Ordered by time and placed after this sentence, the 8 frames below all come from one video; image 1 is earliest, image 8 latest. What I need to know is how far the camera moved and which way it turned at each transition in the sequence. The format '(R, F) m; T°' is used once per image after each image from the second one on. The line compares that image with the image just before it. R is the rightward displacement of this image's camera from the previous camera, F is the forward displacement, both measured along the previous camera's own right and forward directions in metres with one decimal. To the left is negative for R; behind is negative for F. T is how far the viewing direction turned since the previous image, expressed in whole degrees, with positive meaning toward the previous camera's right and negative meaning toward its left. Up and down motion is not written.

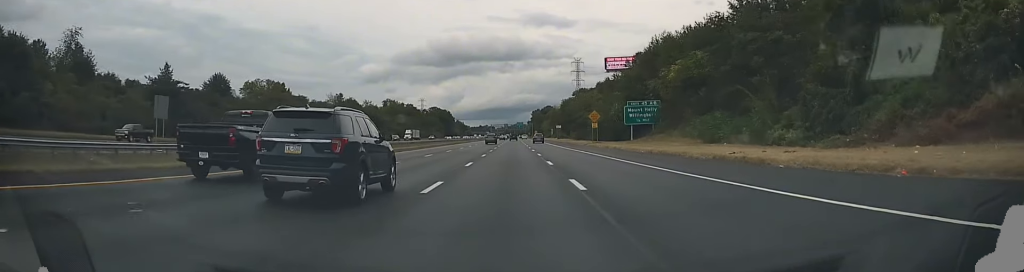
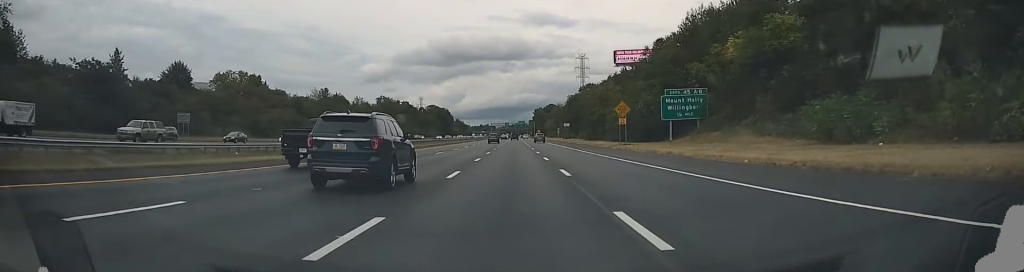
(0.0, +19.7) m; 0°
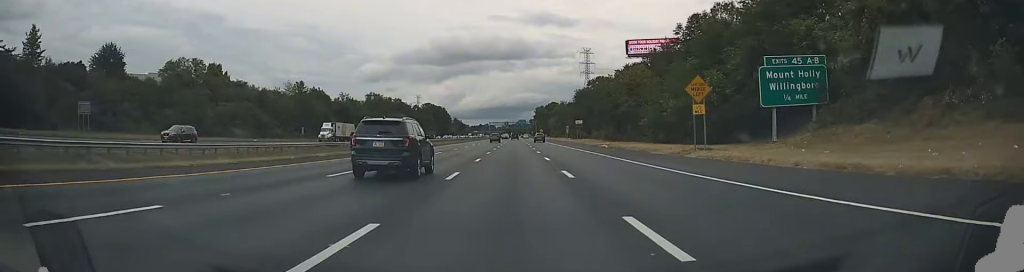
(+0.1, +25.2) m; 0°
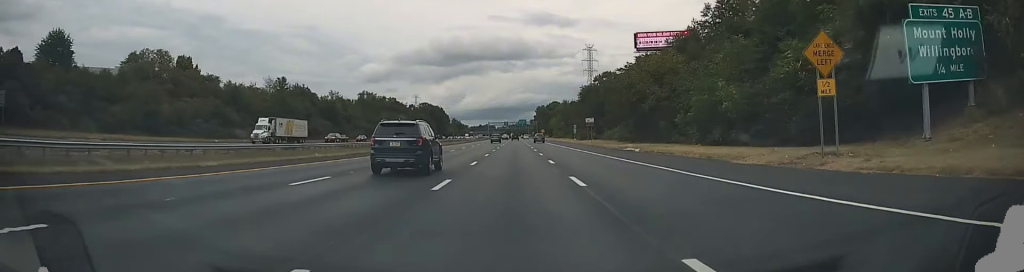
(+0.1, +14.9) m; 0°
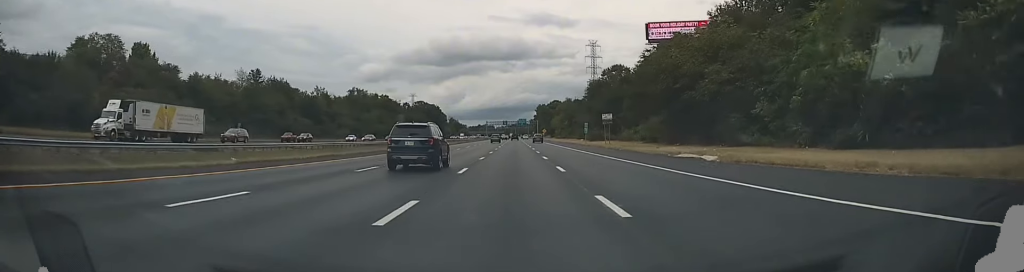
(0.0, +18.5) m; 0°
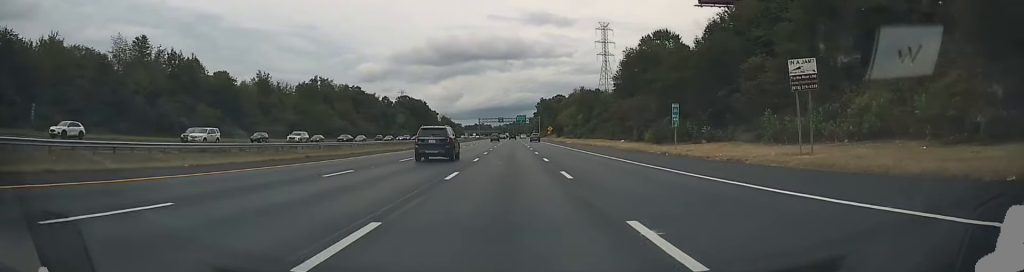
(-0.3, +51.7) m; -1°
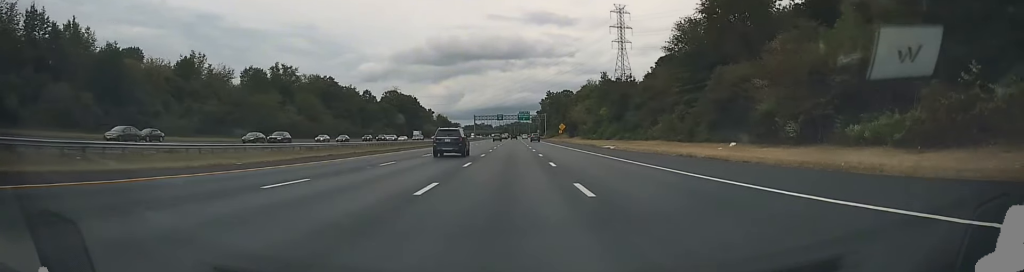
(-0.1, +41.4) m; 0°
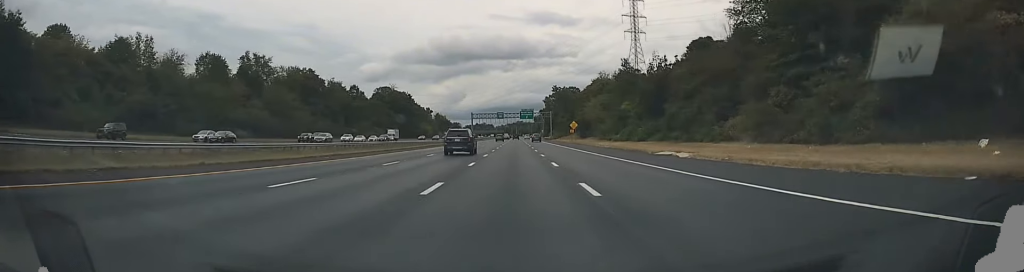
(+0.1, +23.6) m; +1°
